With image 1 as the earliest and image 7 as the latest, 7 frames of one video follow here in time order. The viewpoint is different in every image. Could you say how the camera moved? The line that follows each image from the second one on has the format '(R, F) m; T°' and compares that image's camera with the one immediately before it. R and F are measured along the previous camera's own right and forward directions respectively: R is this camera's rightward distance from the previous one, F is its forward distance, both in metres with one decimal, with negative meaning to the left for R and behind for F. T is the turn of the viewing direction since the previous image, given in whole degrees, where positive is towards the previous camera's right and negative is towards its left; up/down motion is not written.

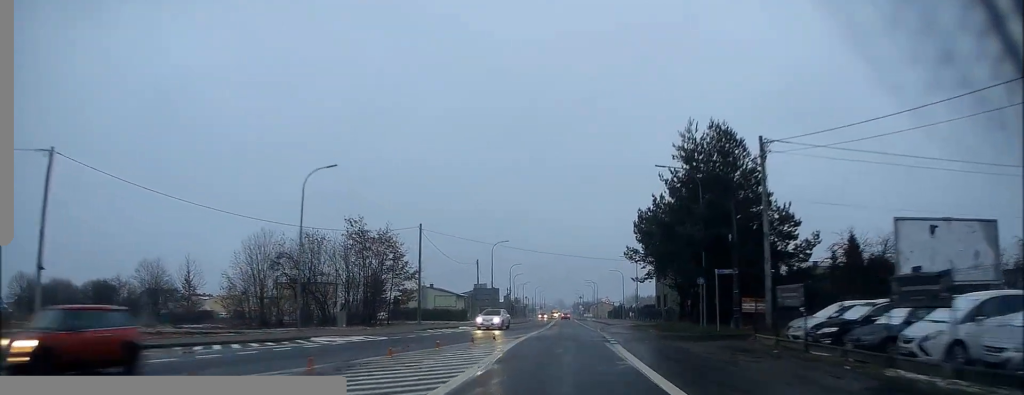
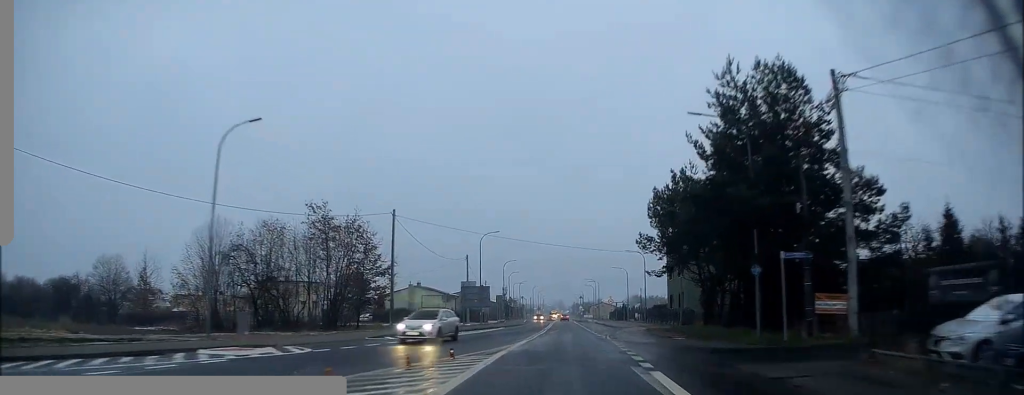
(0.0, +9.3) m; 0°
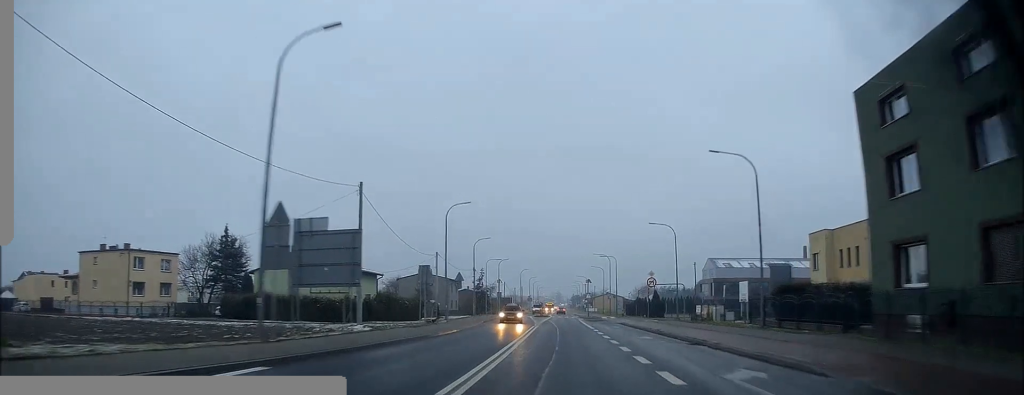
(-0.2, +45.3) m; -1°
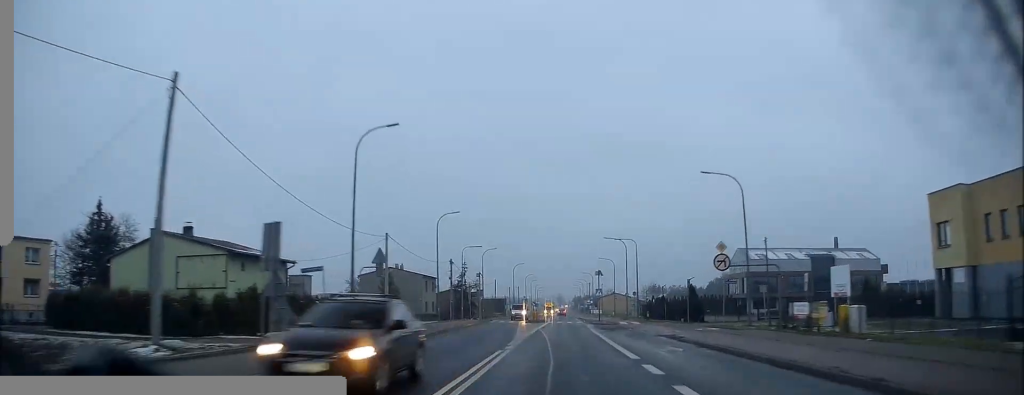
(0.0, +21.9) m; +1°
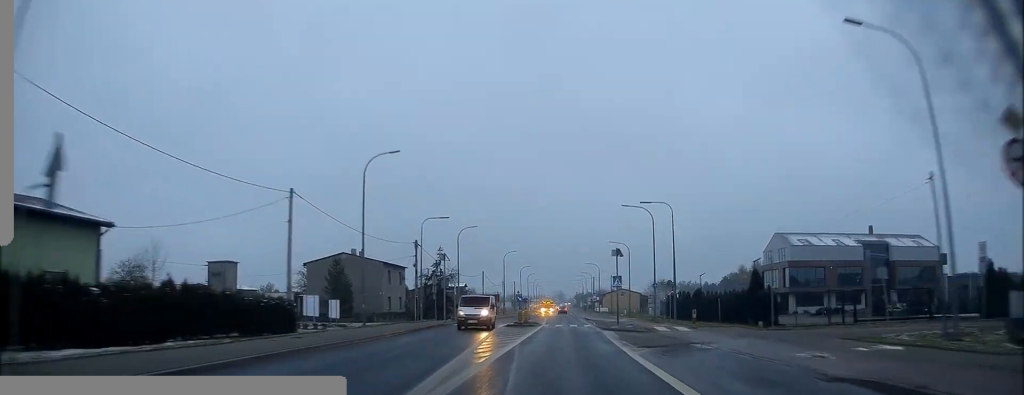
(+0.3, +20.0) m; +1°
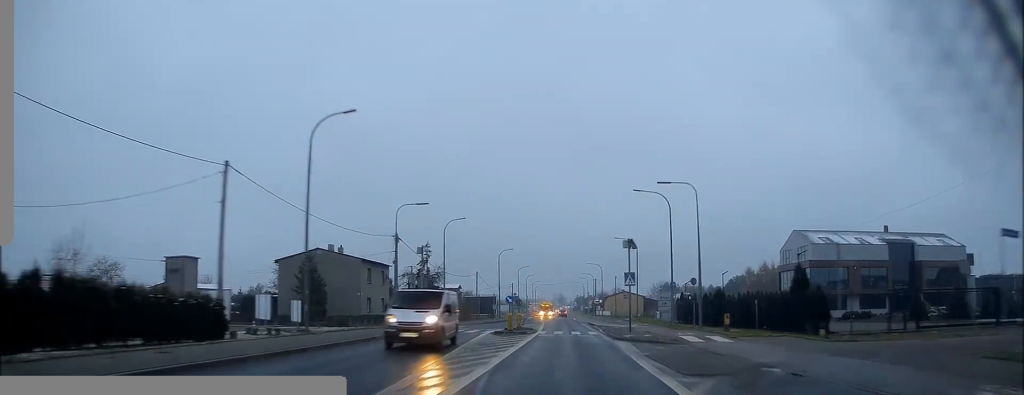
(+0.1, +7.6) m; 0°
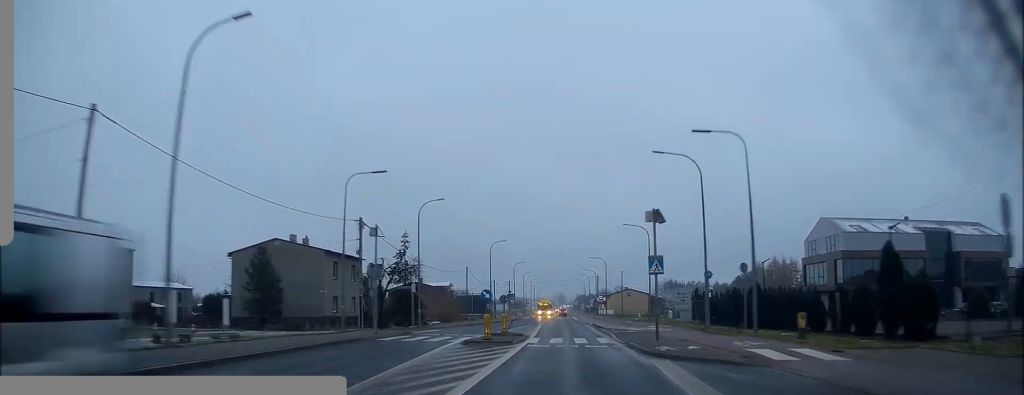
(-0.2, +9.7) m; -1°
